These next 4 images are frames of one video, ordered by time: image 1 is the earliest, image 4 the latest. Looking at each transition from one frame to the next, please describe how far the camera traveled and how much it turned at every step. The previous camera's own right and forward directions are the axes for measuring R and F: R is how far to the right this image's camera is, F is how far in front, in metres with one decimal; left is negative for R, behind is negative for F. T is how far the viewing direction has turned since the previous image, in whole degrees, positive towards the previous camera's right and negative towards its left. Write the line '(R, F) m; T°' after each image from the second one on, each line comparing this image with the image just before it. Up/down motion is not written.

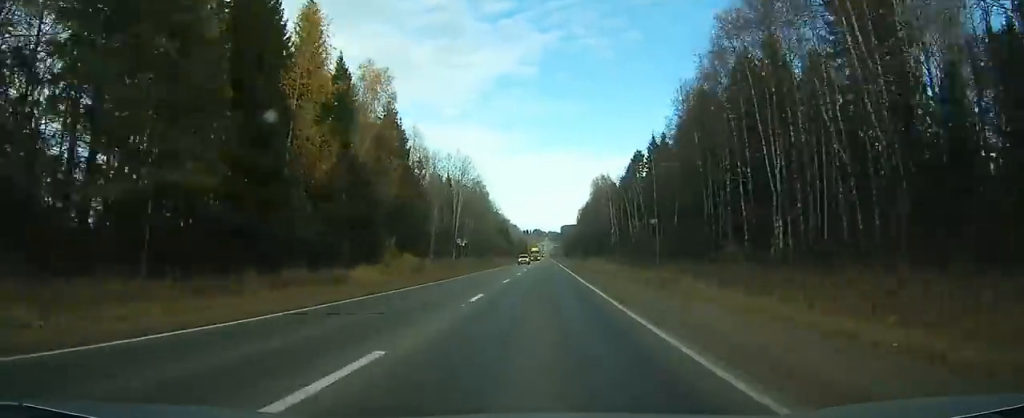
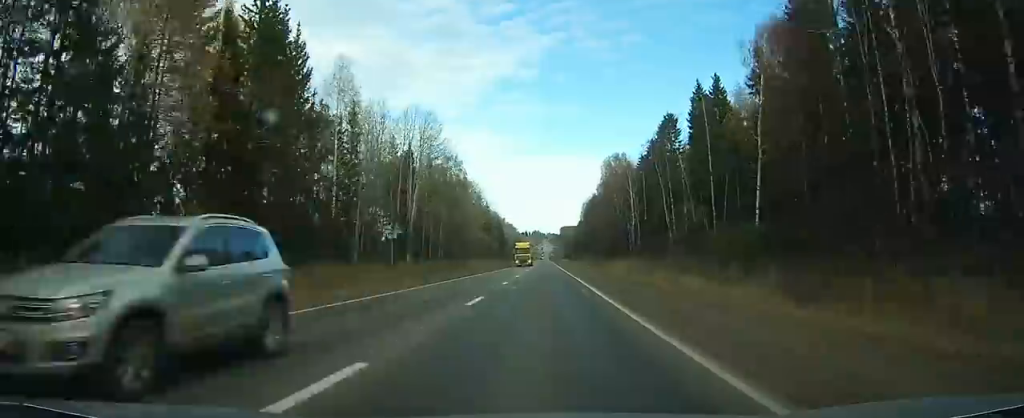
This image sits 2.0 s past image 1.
(+0.5, +37.1) m; +1°
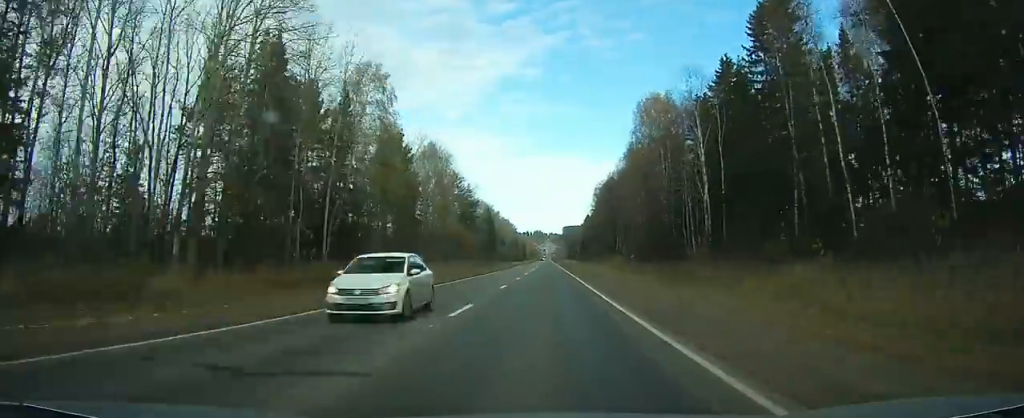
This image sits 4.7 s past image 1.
(+0.3, +50.0) m; 0°
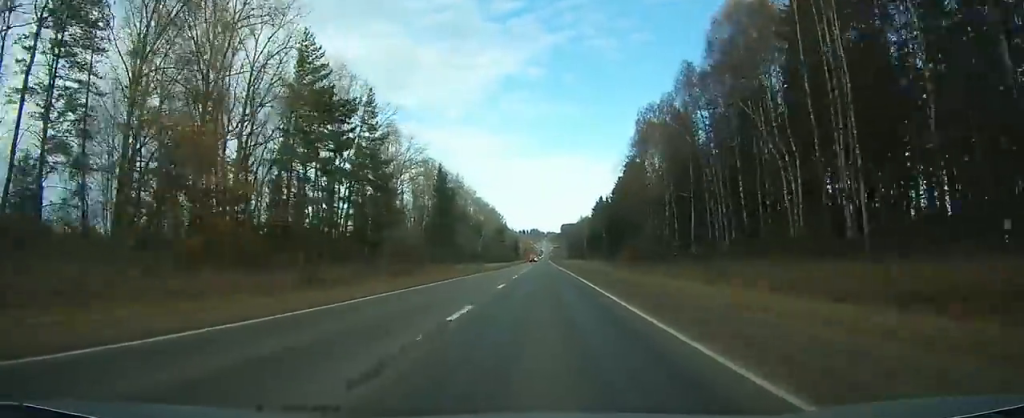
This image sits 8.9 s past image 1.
(-0.9, +83.1) m; -1°
